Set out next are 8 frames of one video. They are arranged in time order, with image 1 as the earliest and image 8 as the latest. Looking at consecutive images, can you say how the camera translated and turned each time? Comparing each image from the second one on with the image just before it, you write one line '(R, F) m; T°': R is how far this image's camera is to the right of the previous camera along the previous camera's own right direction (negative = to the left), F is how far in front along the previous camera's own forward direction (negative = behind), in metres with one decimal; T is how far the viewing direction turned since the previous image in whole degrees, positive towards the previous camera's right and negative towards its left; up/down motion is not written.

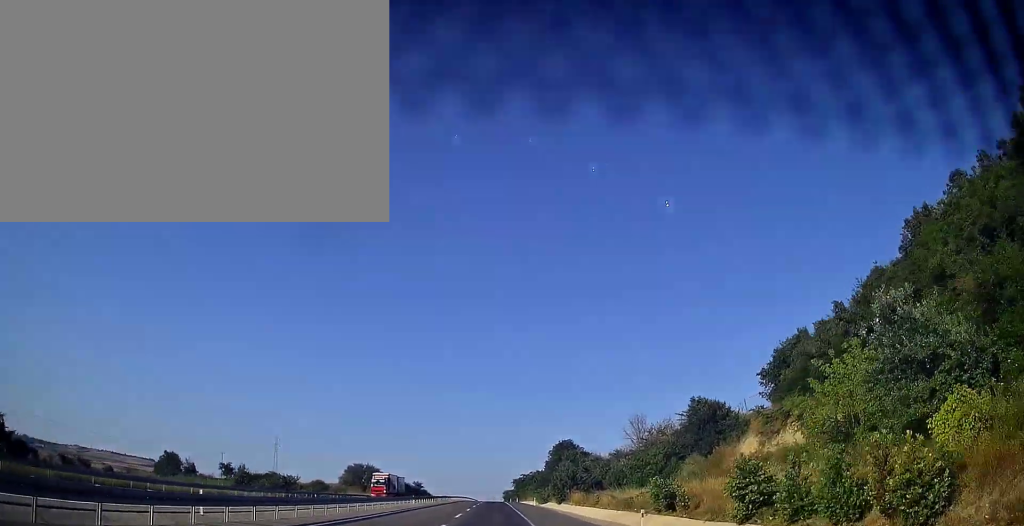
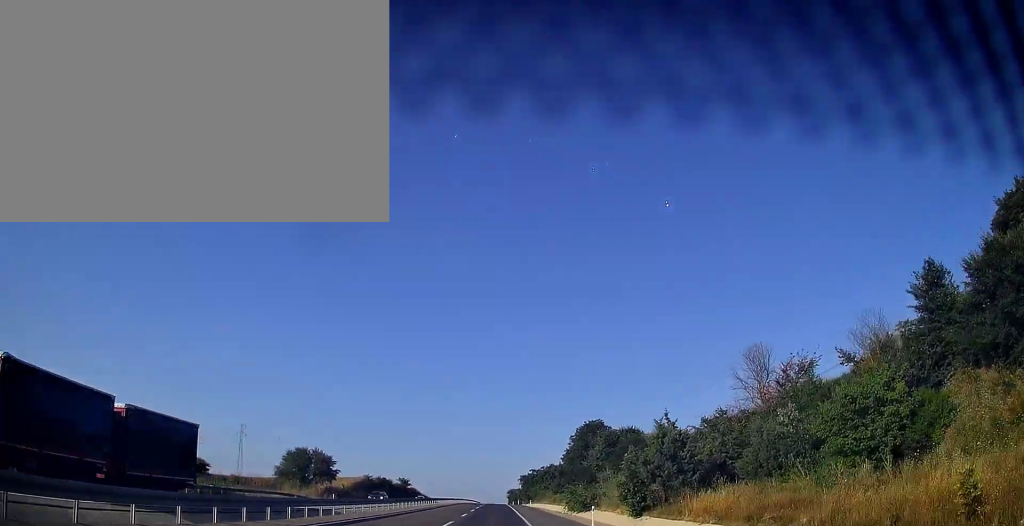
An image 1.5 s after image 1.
(-0.3, +42.8) m; 0°
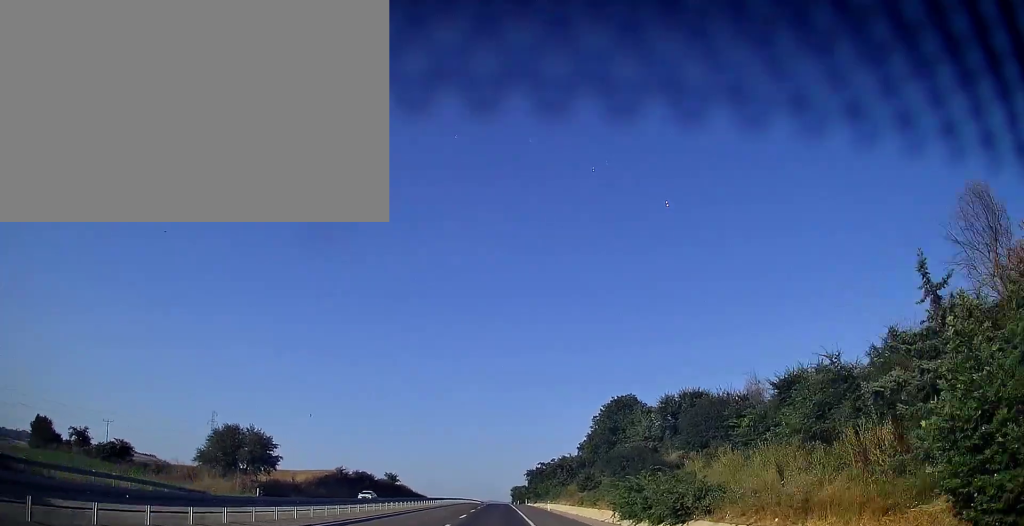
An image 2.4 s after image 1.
(0.0, +27.3) m; 0°
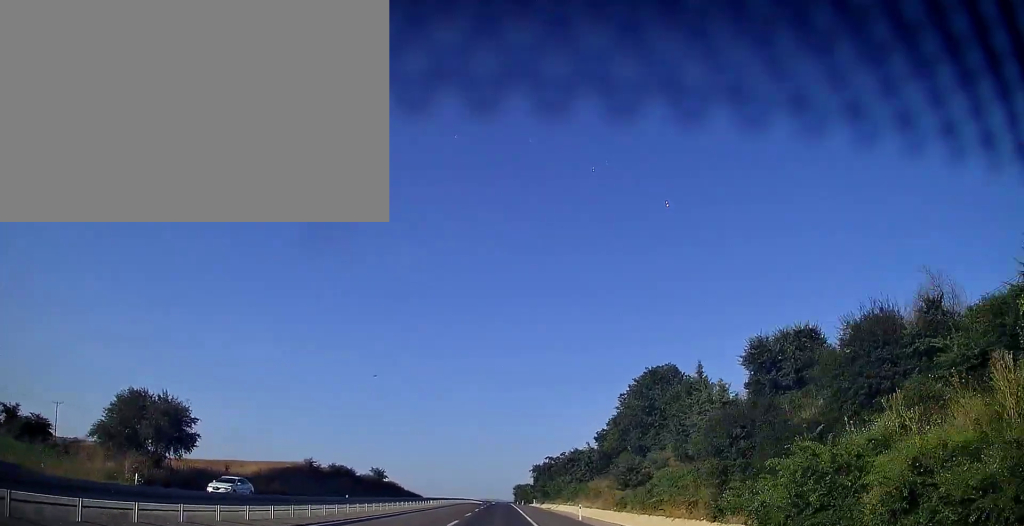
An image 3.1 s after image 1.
(-0.1, +20.6) m; 0°
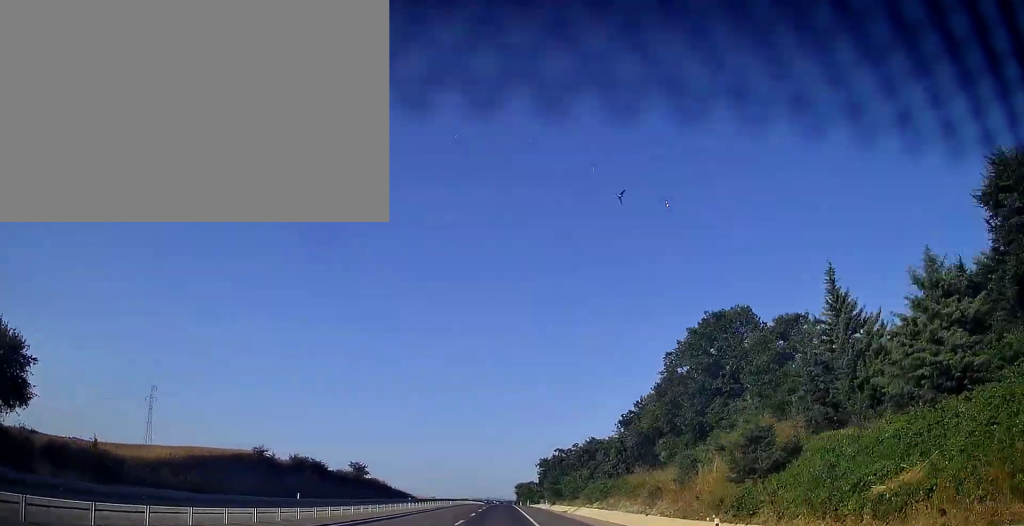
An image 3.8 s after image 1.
(+0.1, +21.7) m; 0°
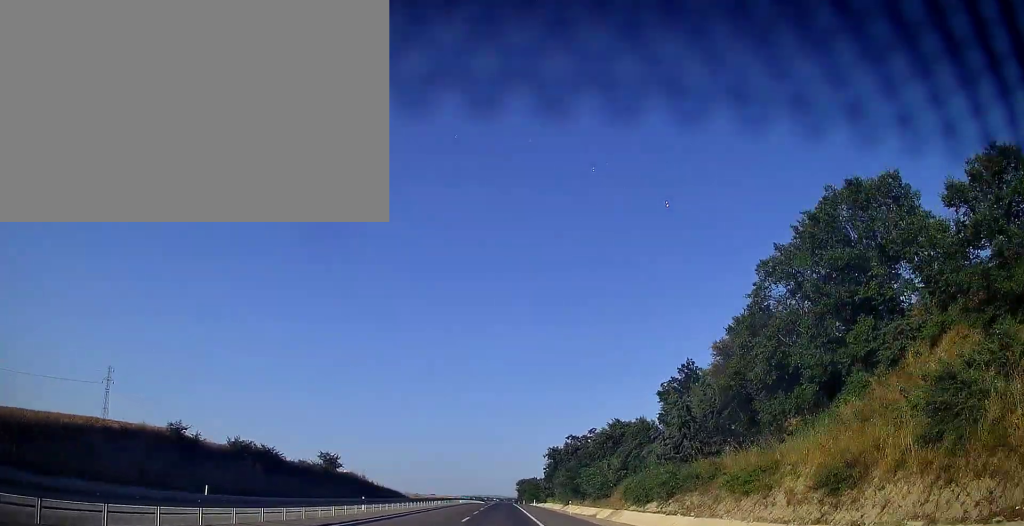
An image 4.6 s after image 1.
(0.0, +21.8) m; 0°
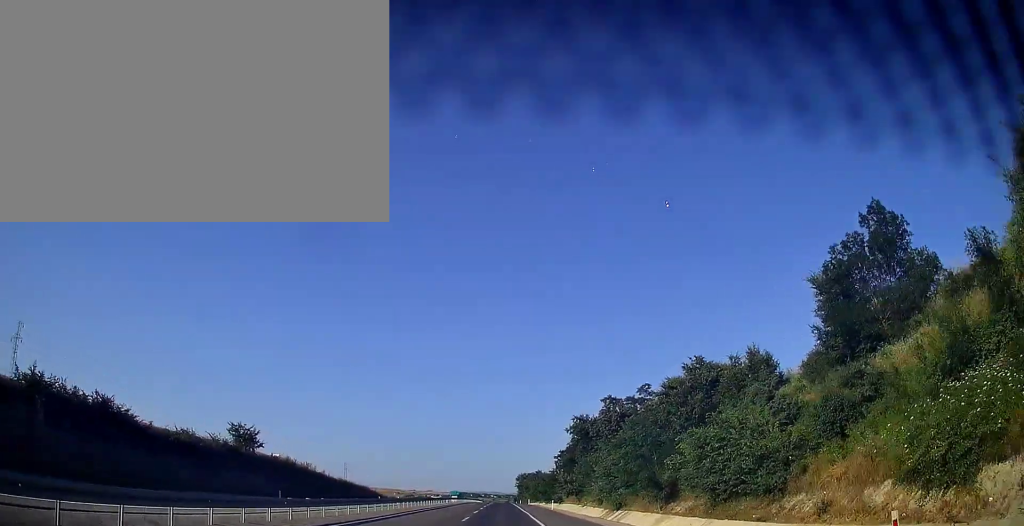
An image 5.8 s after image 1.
(0.0, +35.6) m; 0°
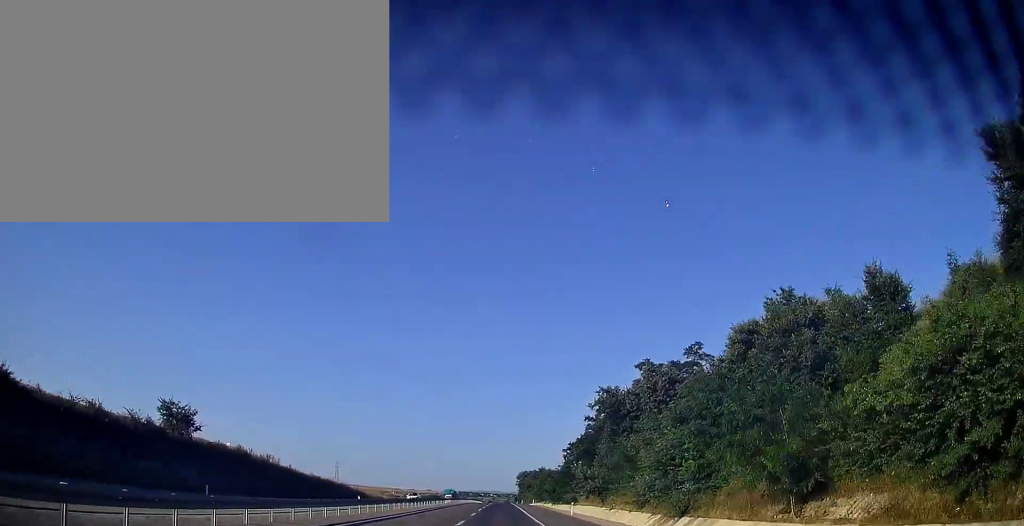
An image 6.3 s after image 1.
(0.0, +15.8) m; 0°
